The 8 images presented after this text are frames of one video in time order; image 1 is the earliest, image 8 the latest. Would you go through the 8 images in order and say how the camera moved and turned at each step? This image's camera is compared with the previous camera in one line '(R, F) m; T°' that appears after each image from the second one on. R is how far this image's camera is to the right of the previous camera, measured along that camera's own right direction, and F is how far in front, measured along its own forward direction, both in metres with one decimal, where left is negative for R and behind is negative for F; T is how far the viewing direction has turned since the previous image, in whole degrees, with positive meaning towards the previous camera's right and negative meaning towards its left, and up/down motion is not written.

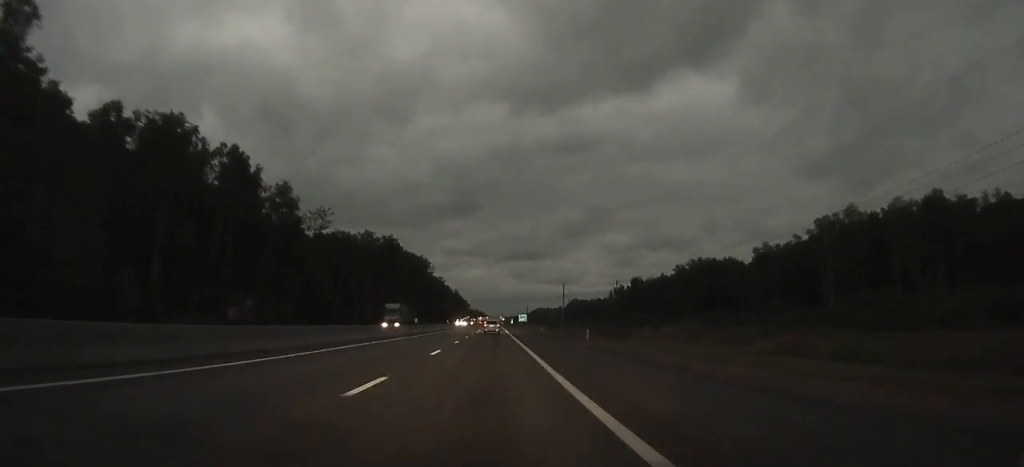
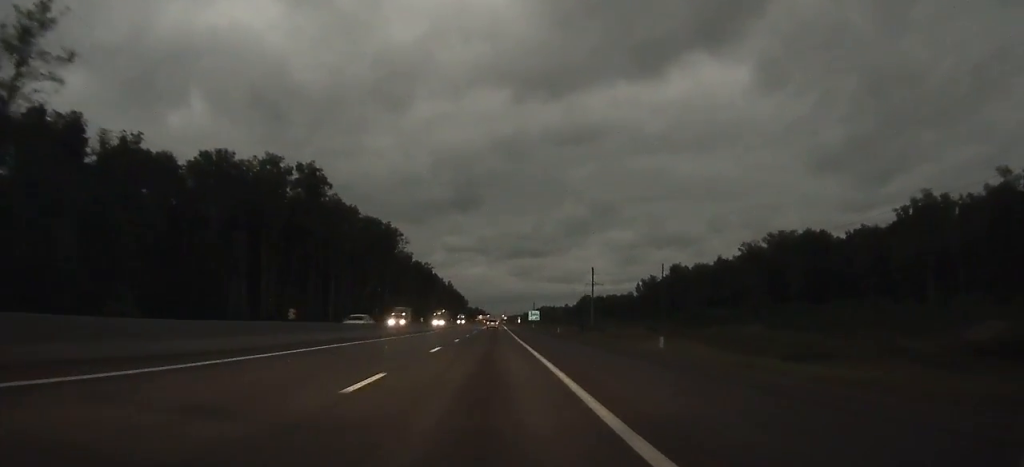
(+0.2, +72.2) m; 0°
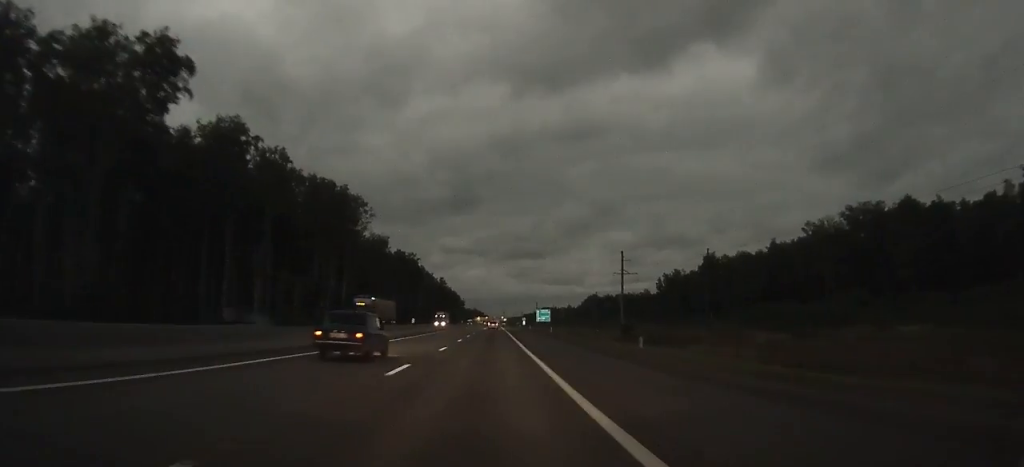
(+0.1, +44.1) m; 0°
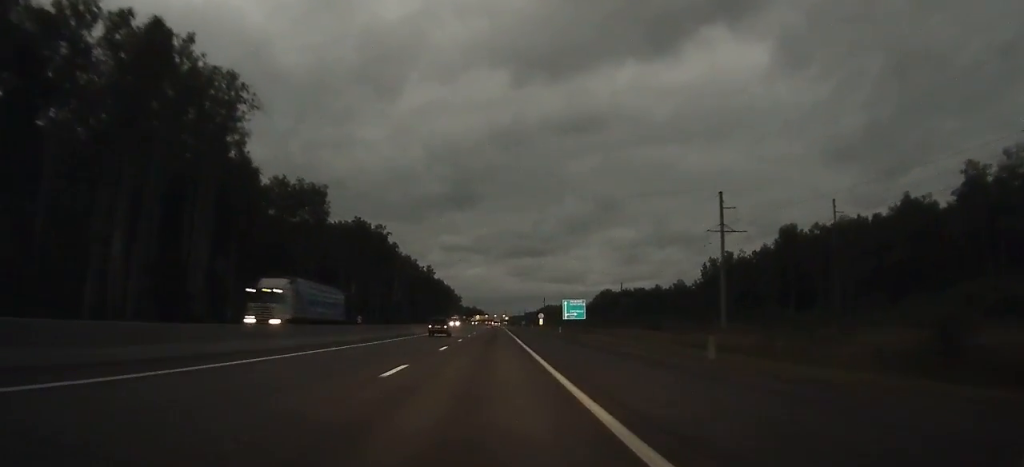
(+0.2, +60.3) m; 0°
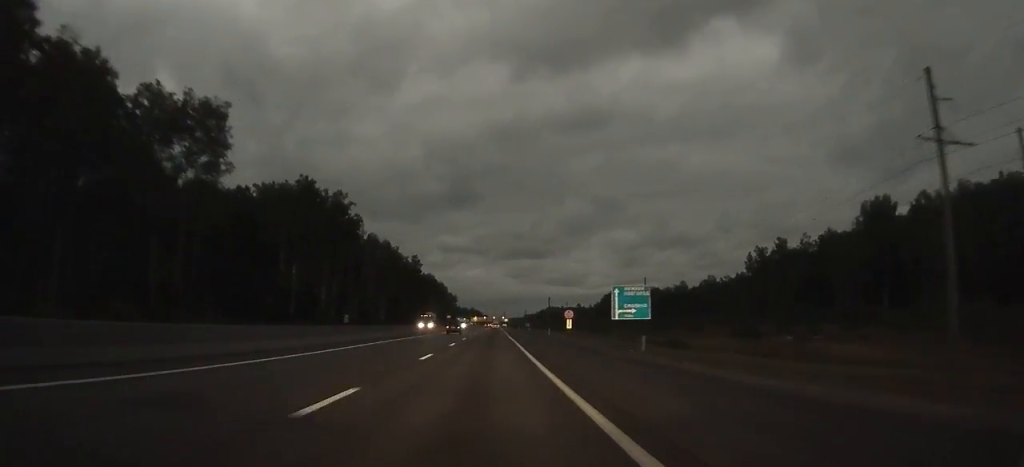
(0.0, +40.8) m; 0°
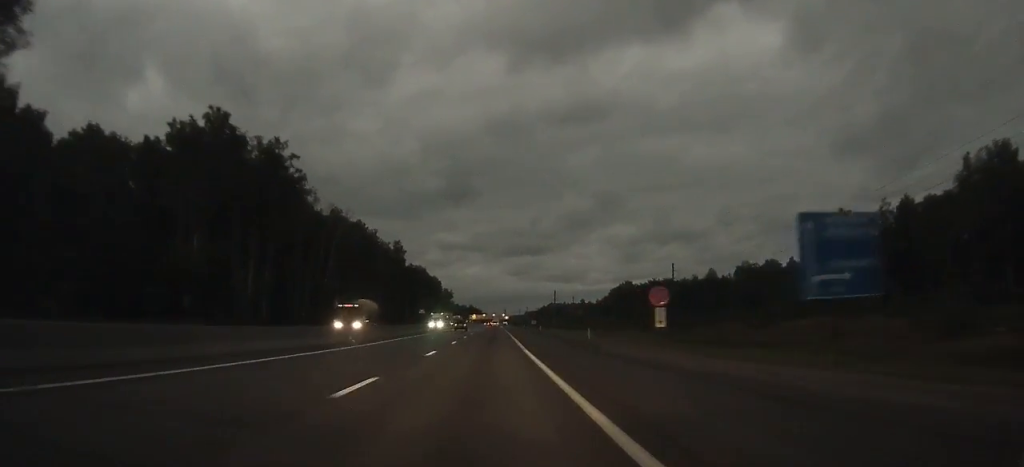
(-0.1, +33.9) m; 0°
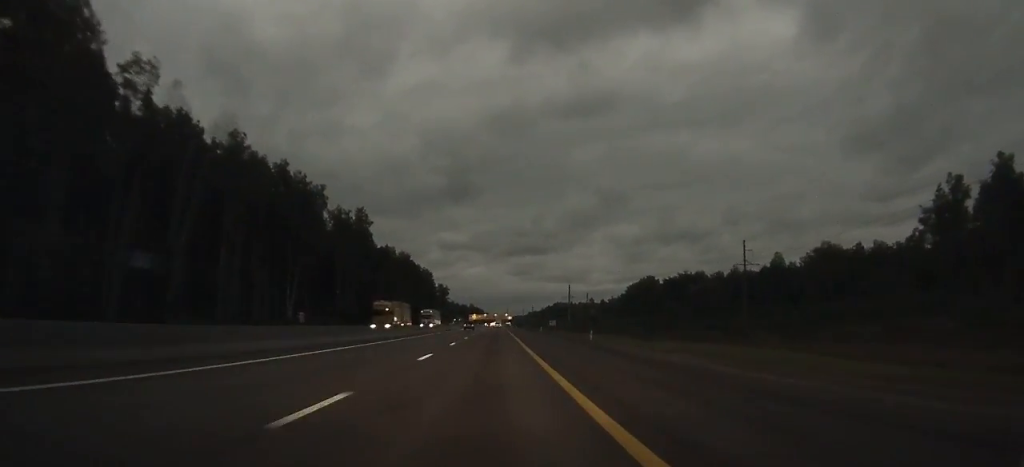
(0.0, +50.4) m; 0°
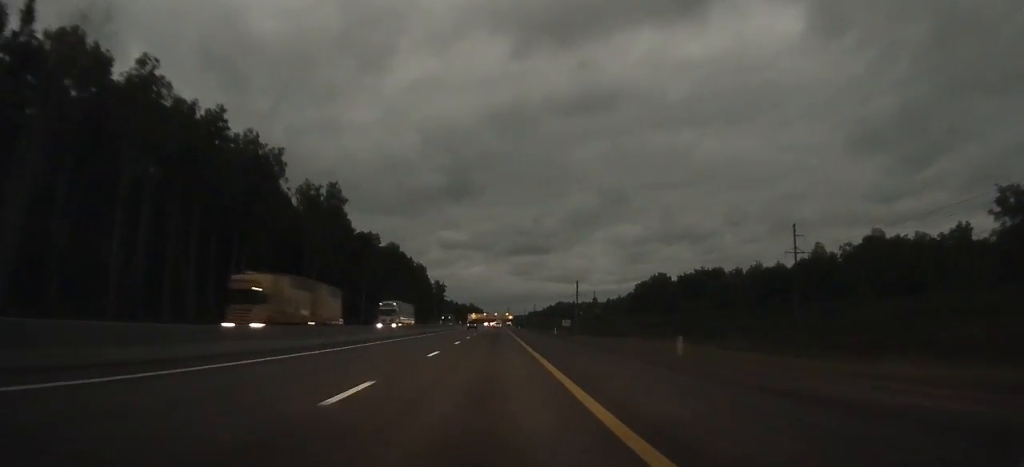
(0.0, +22.3) m; 0°
